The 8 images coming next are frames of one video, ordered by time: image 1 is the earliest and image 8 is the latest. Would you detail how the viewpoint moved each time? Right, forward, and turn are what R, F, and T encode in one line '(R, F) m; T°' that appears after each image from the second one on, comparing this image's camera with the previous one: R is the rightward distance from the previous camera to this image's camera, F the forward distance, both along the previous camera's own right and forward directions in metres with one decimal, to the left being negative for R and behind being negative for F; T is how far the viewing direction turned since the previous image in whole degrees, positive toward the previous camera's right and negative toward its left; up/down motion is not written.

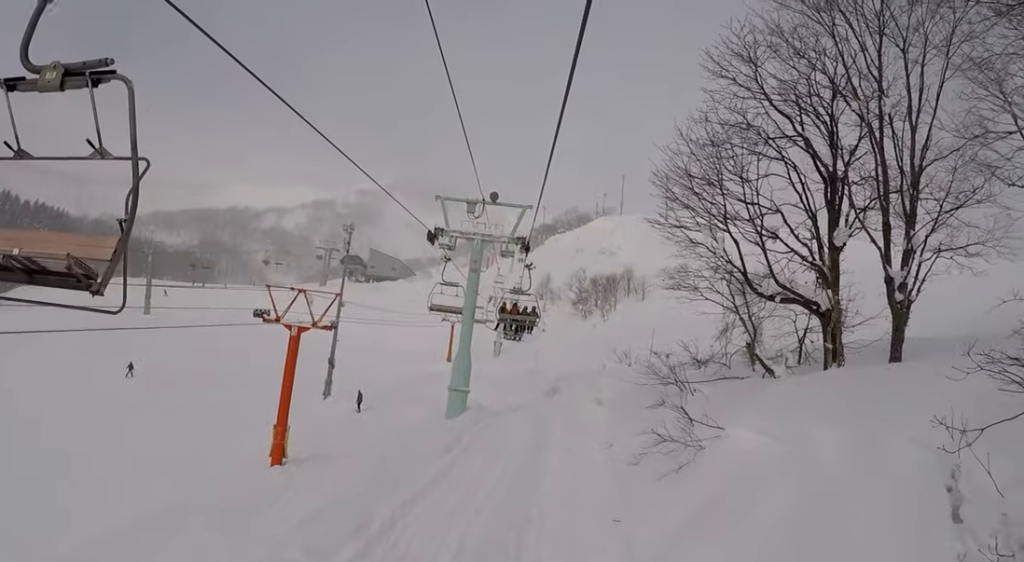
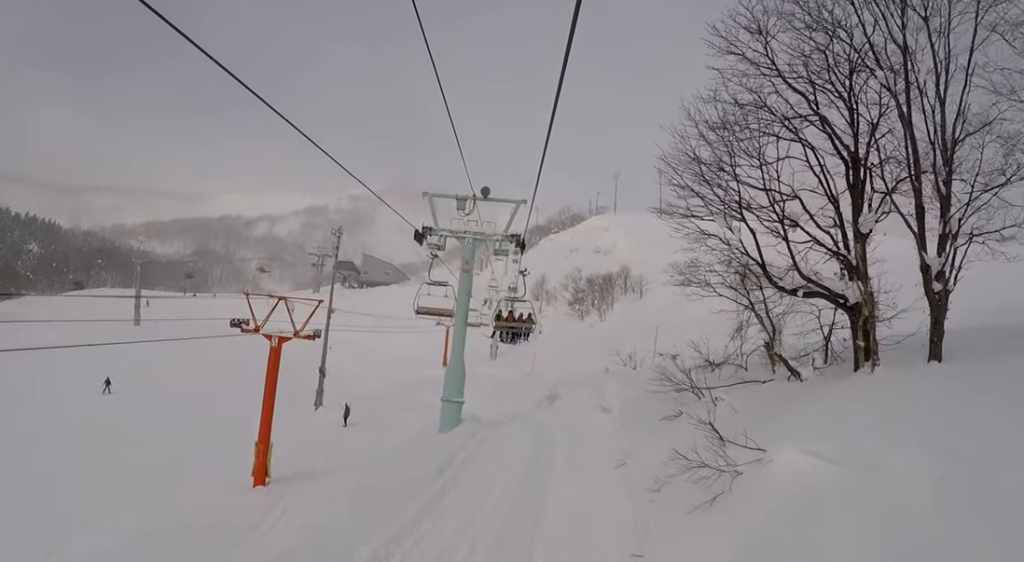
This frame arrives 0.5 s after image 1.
(+0.6, +1.9) m; +7°
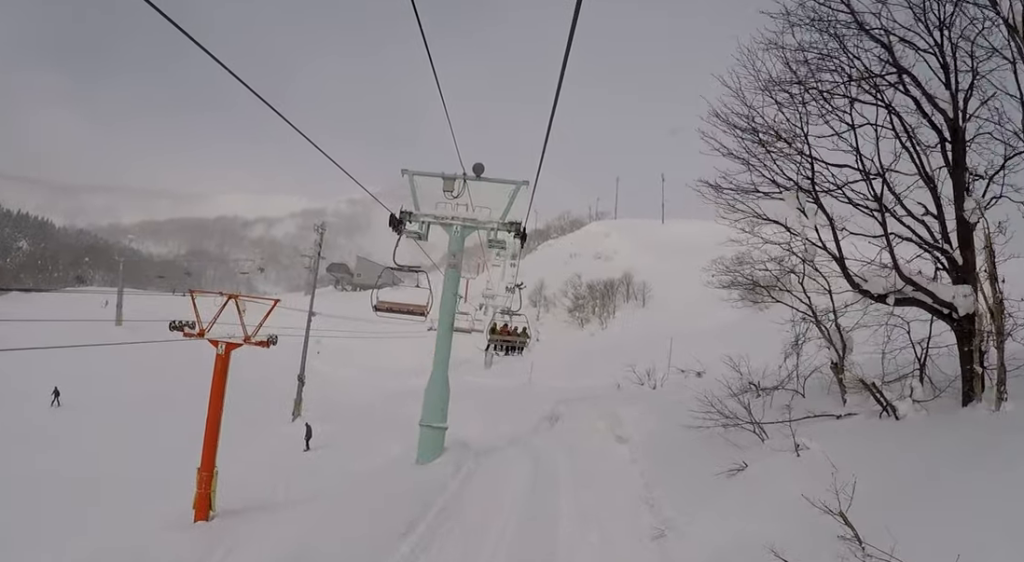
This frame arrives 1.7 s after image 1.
(+0.9, +5.1) m; -5°
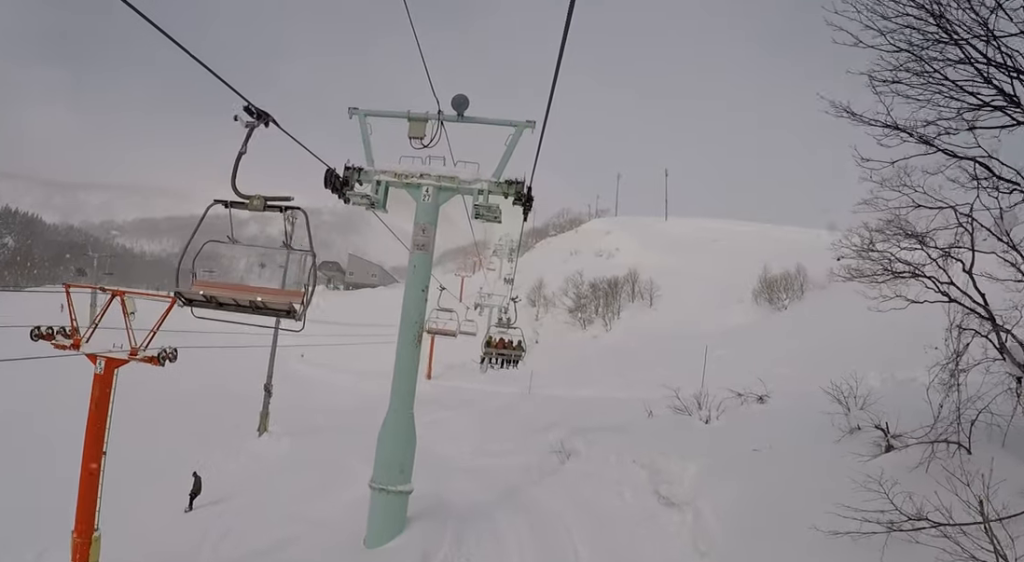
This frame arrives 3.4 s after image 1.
(-1.2, +6.9) m; 0°
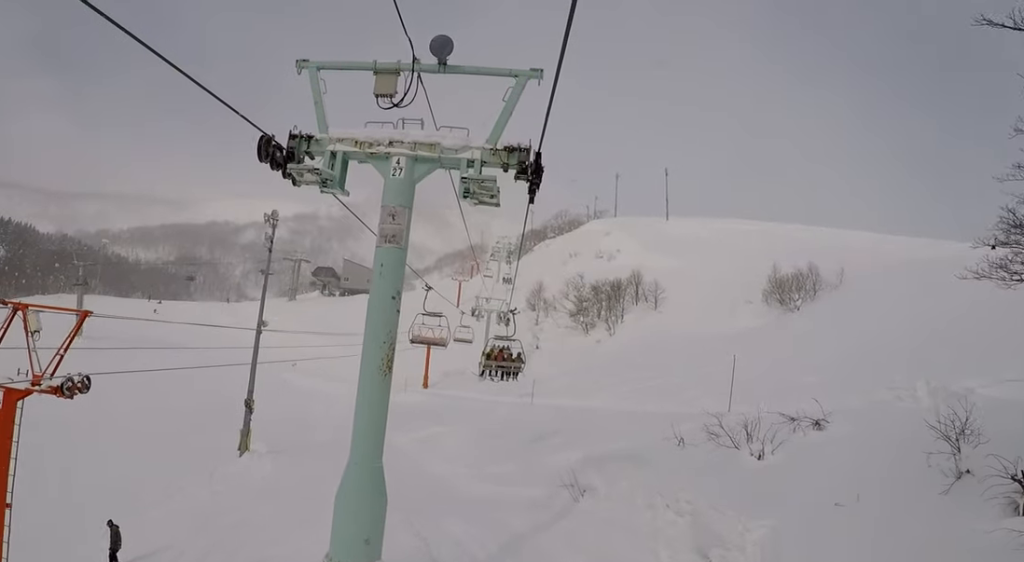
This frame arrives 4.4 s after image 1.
(+0.7, +3.5) m; +5°
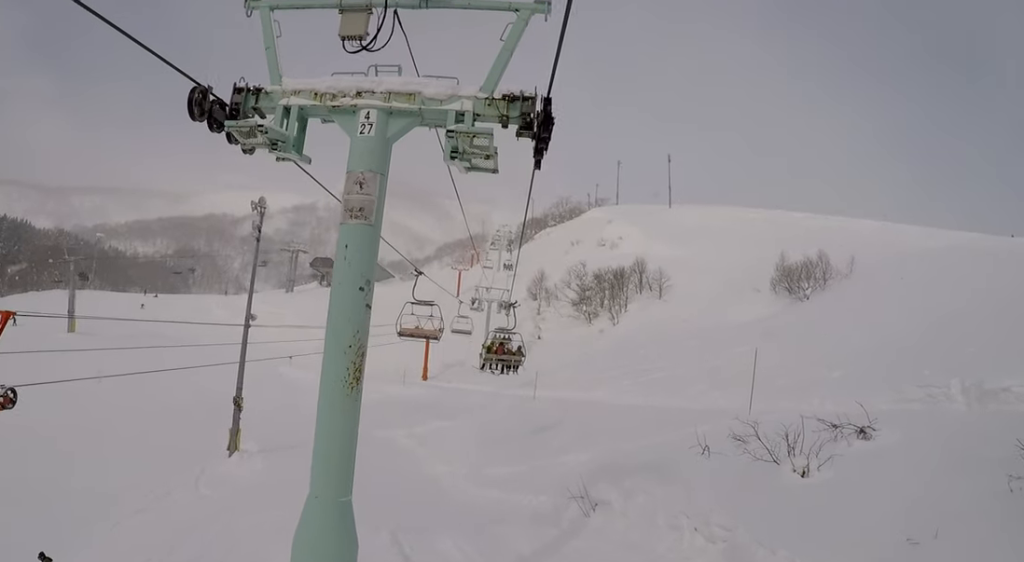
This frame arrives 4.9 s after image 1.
(-0.2, +2.2) m; -6°
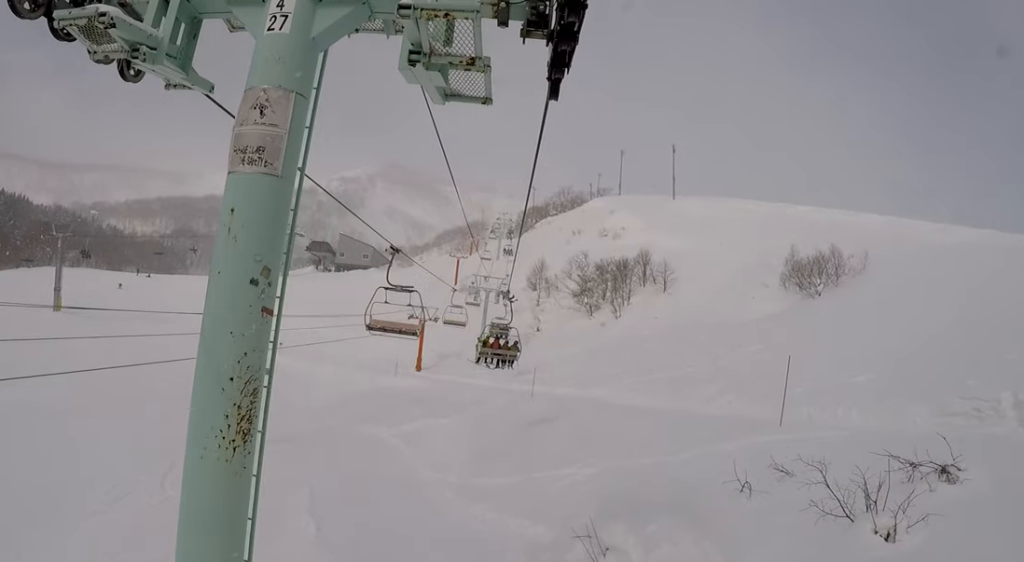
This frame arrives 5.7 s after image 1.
(-0.2, +3.2) m; -10°
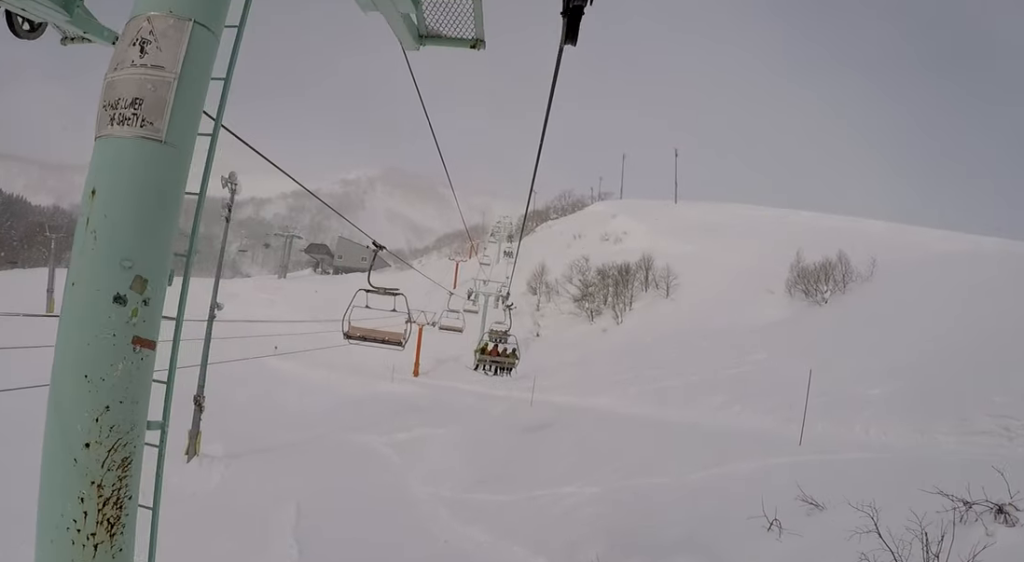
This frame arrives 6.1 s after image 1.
(+0.1, +1.6) m; -5°
